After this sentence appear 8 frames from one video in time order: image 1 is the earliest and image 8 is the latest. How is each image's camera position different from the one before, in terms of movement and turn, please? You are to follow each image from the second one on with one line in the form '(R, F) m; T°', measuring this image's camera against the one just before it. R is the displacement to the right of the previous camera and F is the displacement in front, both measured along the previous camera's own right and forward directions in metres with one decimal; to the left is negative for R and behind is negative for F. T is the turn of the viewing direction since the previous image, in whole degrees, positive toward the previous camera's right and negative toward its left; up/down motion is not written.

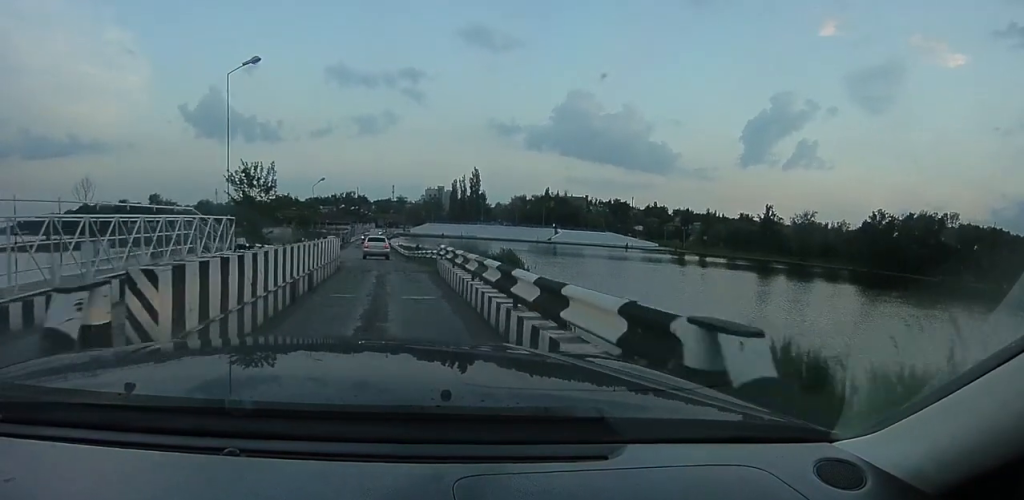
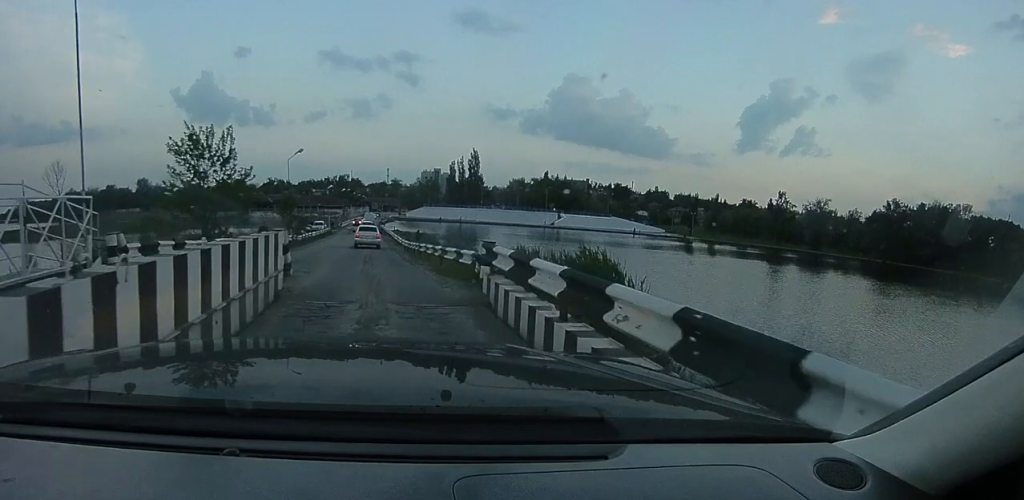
(-0.2, +10.7) m; 0°
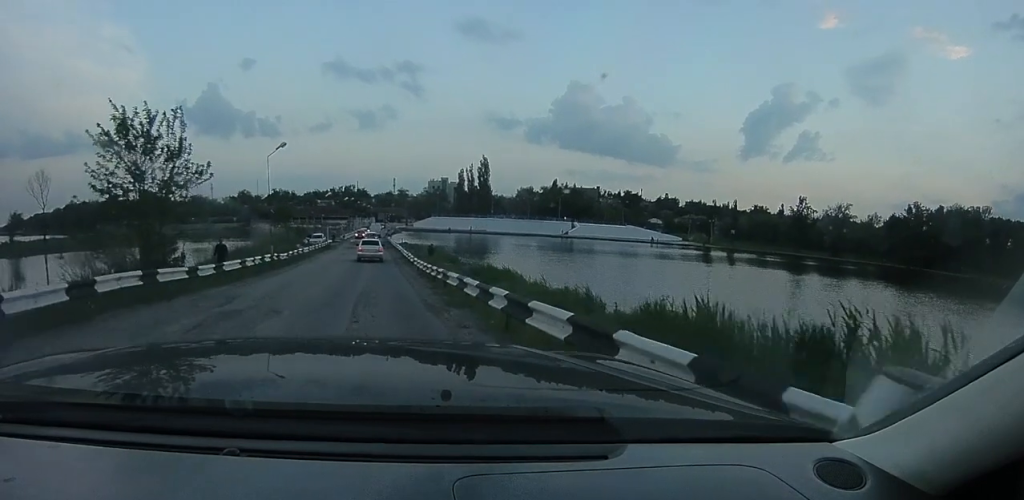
(+0.3, +7.3) m; +4°
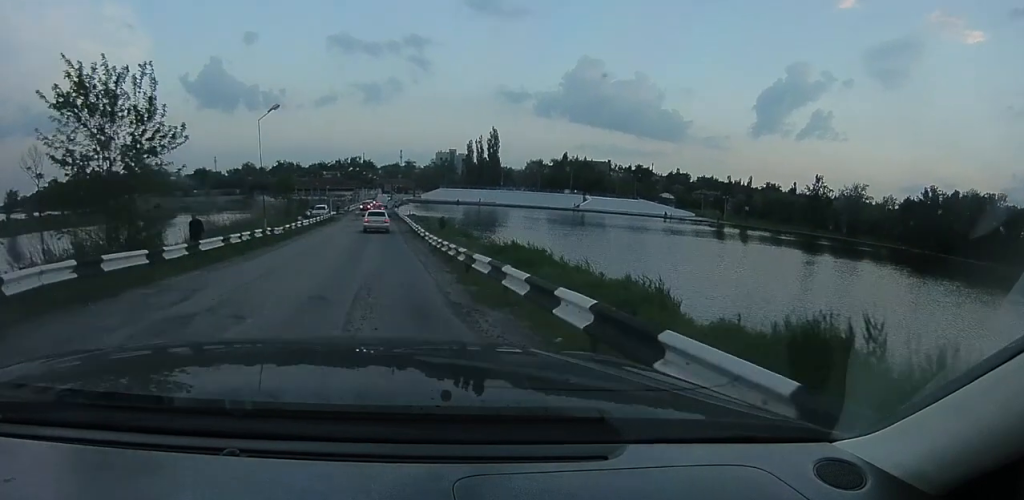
(+0.1, +2.9) m; 0°
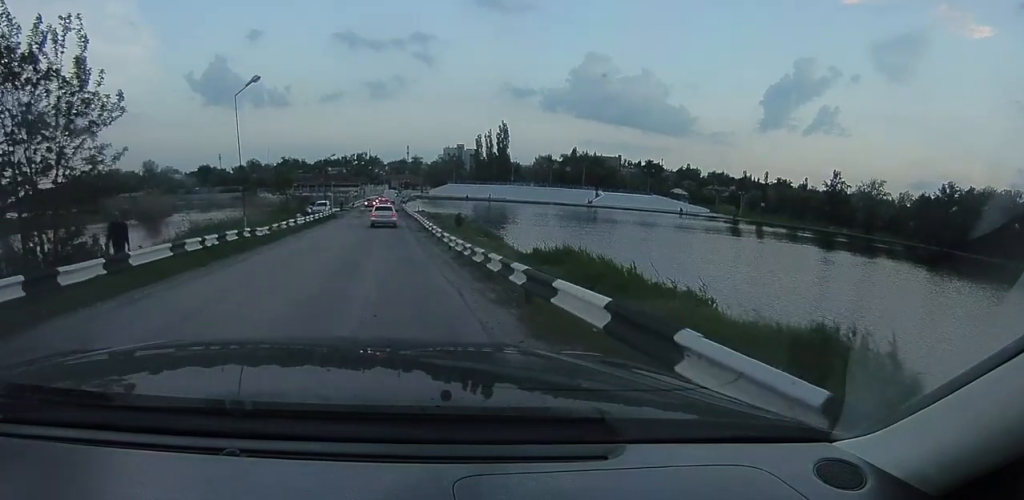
(-0.1, +4.5) m; -4°
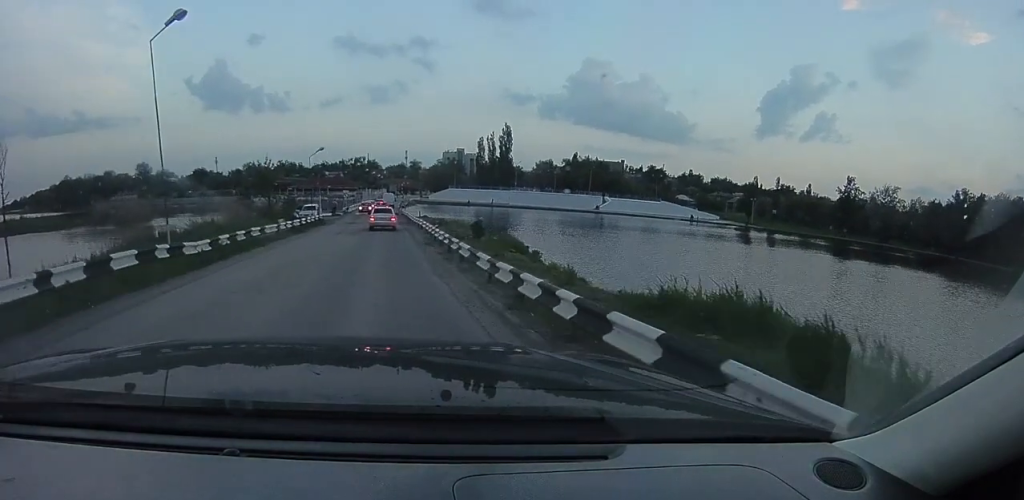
(-0.4, +7.3) m; -3°
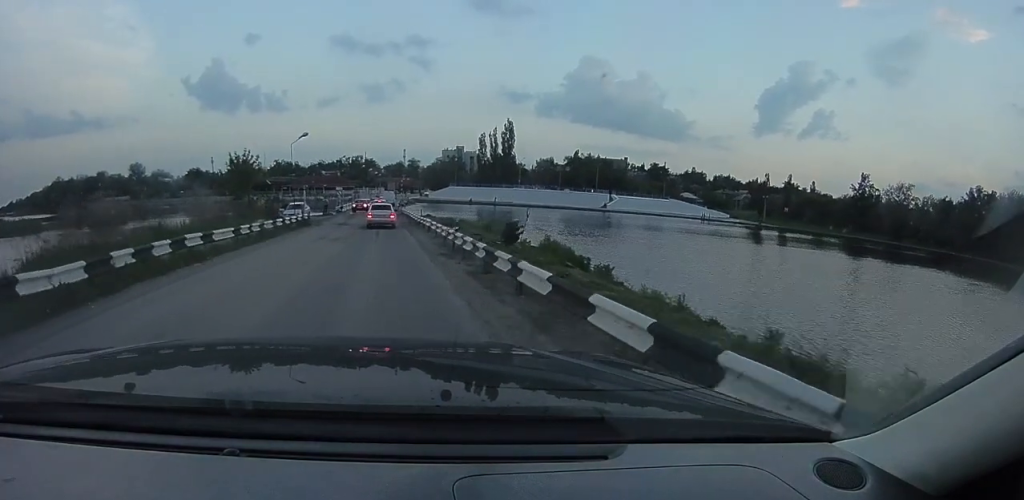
(0.0, +6.6) m; +2°
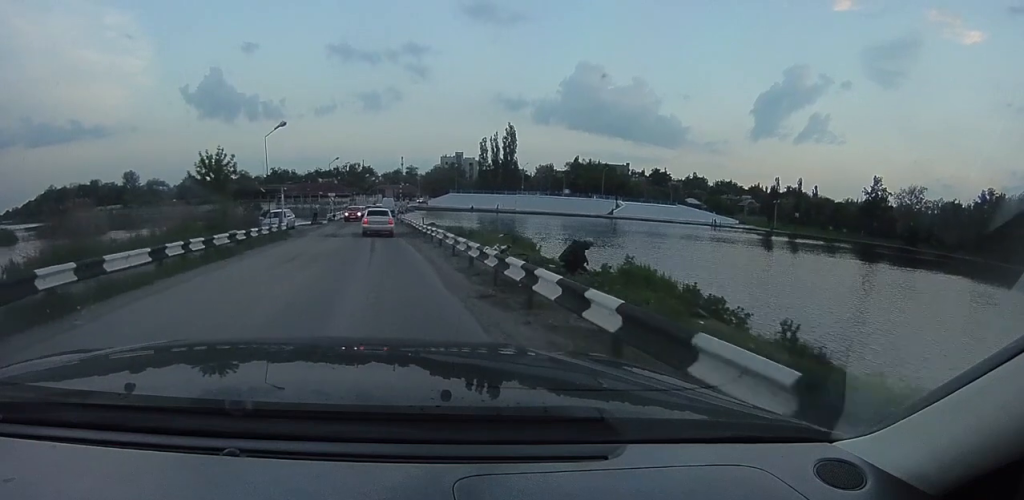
(+0.2, +6.9) m; +2°
